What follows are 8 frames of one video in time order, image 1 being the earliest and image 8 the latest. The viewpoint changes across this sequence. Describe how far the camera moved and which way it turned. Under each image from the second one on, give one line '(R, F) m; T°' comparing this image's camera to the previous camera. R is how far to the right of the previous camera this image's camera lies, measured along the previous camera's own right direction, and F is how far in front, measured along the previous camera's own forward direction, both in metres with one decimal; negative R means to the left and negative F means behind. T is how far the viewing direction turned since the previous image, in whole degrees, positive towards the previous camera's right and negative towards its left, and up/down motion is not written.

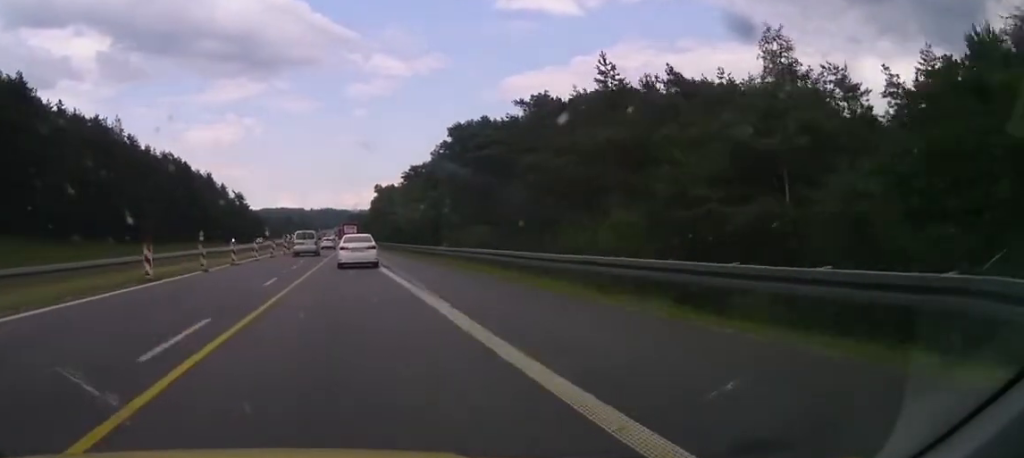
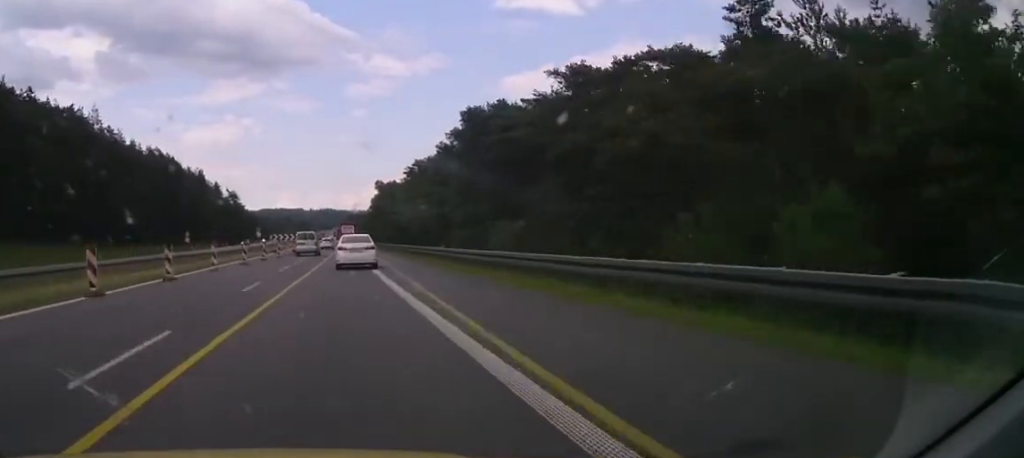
(-0.4, +13.4) m; -1°
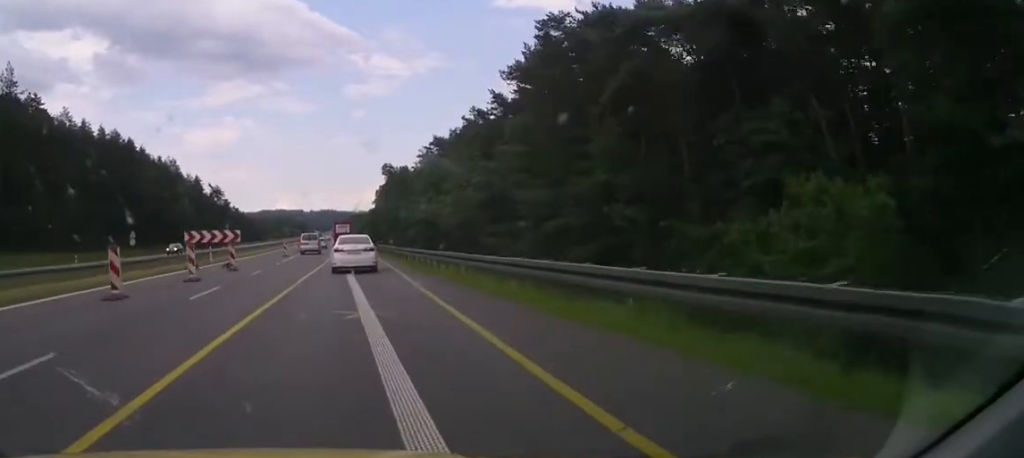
(-0.7, +38.2) m; -1°
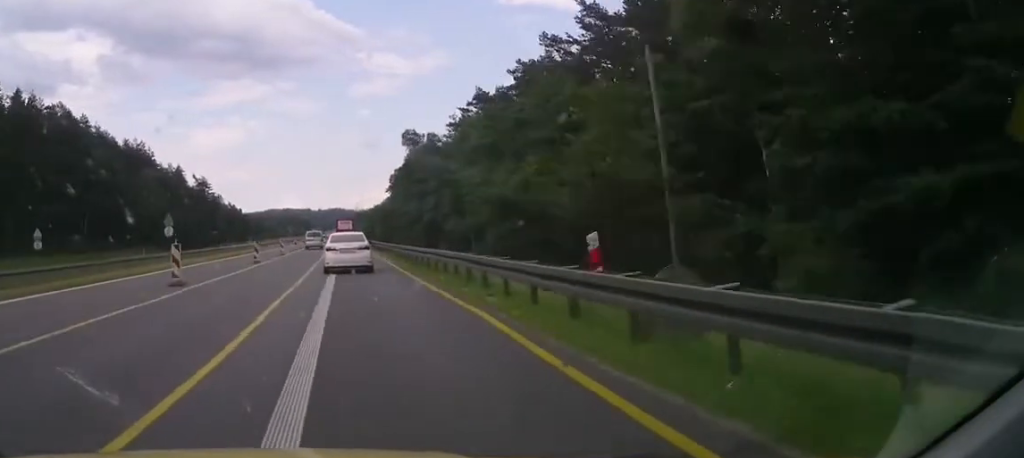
(+0.1, +37.6) m; 0°
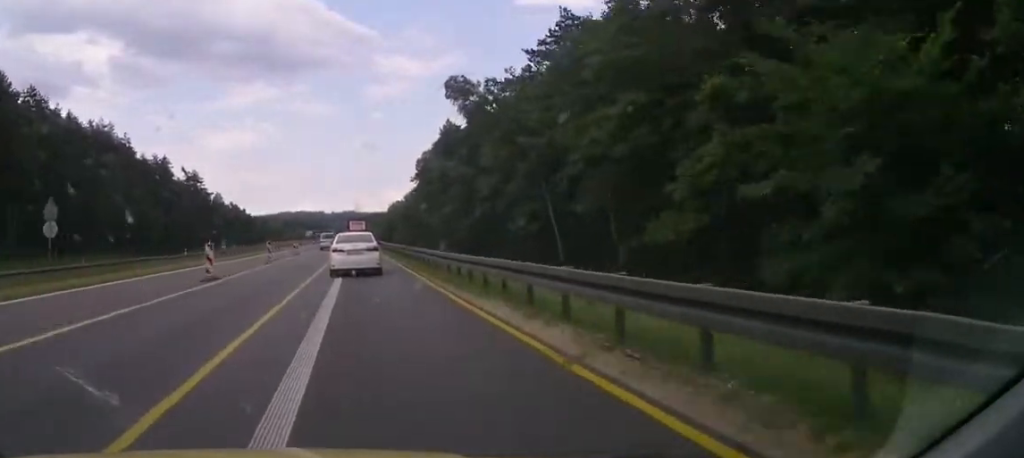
(0.0, +31.4) m; 0°
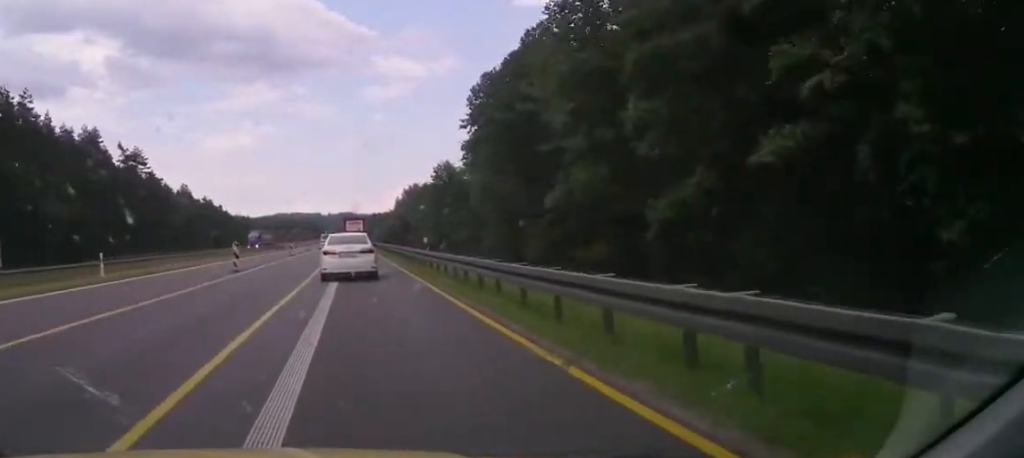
(0.0, +51.8) m; 0°
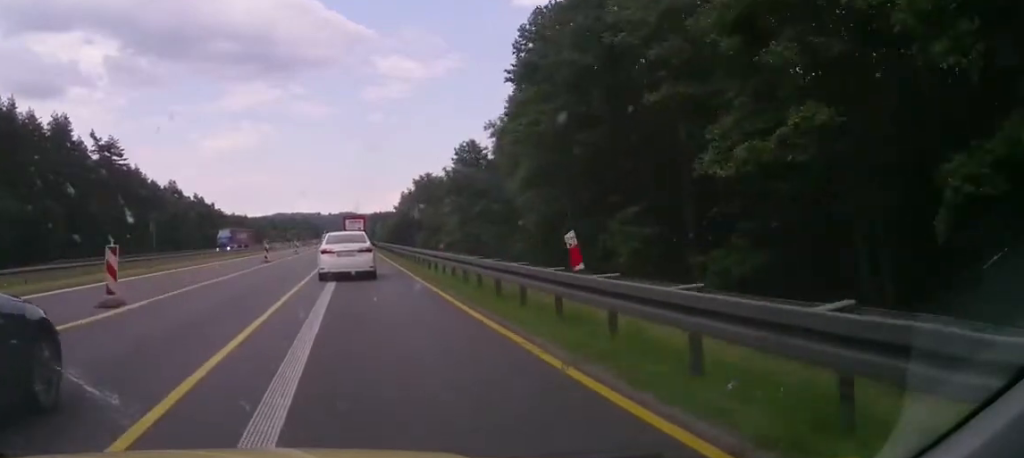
(0.0, +16.1) m; 0°
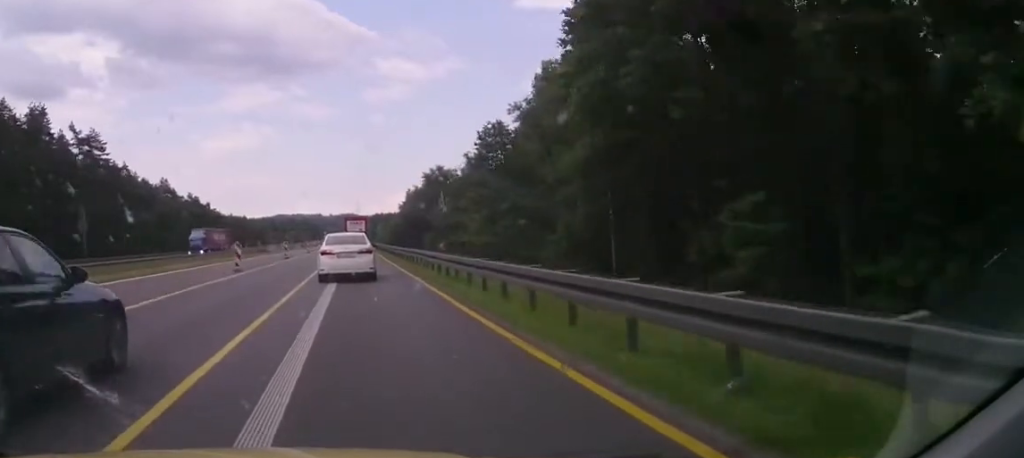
(0.0, +10.7) m; 0°
